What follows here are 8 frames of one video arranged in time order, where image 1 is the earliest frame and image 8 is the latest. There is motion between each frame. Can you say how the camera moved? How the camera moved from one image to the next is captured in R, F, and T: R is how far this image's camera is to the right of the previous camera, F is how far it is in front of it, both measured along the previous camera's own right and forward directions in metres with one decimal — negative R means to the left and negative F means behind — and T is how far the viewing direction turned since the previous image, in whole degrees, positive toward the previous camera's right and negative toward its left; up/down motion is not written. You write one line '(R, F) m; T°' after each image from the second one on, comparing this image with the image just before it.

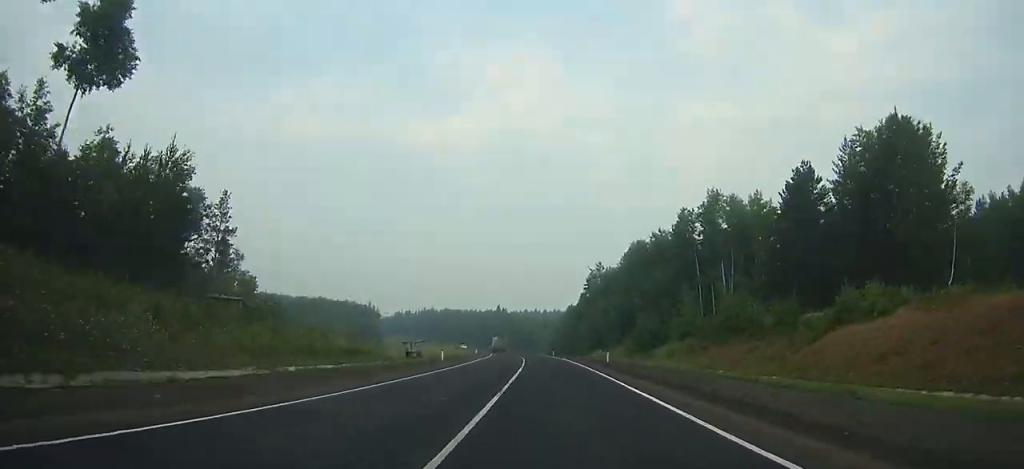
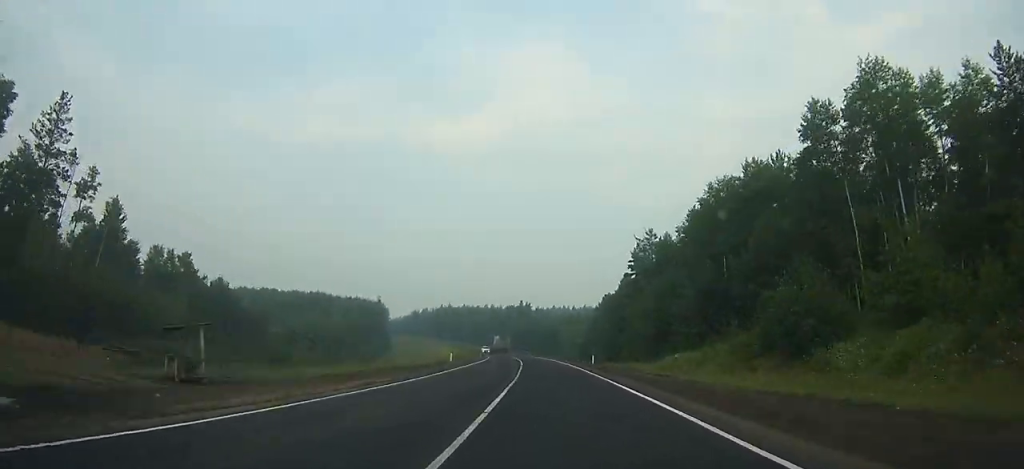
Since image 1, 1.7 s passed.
(-0.7, +41.4) m; -3°
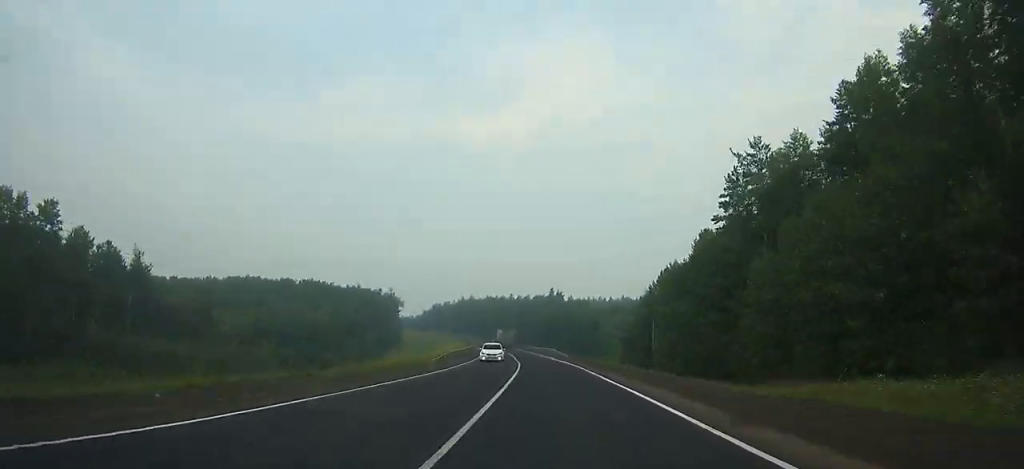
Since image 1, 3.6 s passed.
(-2.0, +44.6) m; -3°
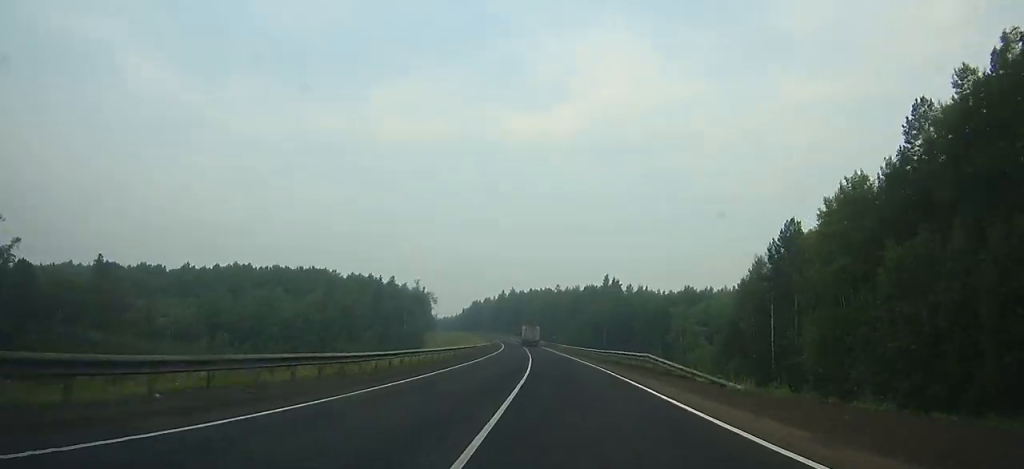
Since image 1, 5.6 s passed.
(-1.5, +47.6) m; -3°
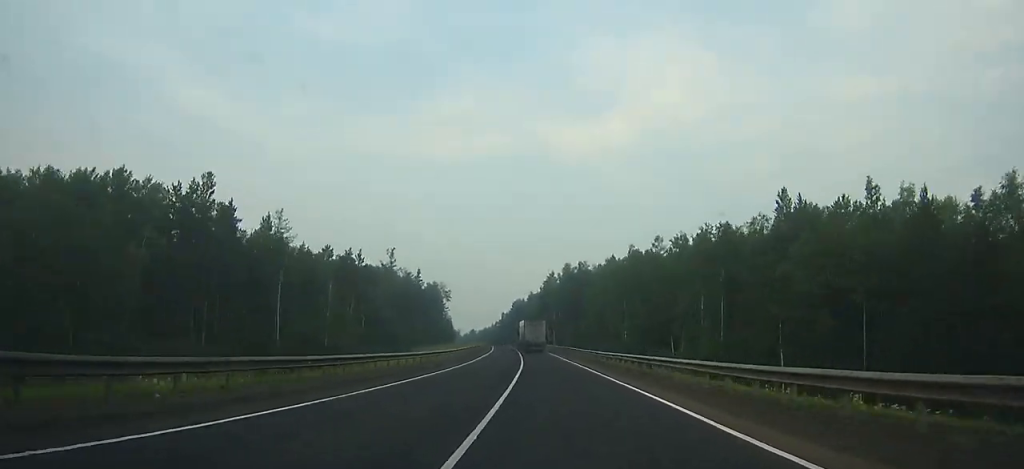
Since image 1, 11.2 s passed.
(-8.4, +129.7) m; -7°
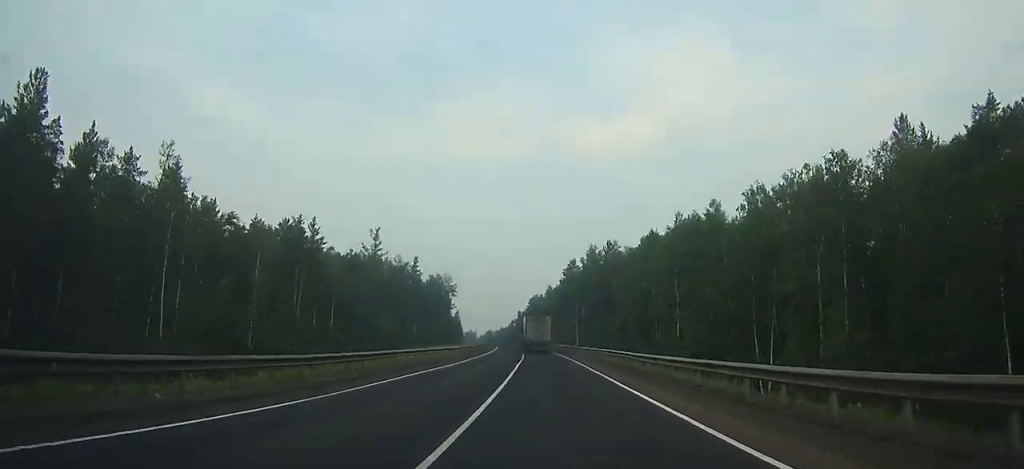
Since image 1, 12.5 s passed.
(-0.5, +27.6) m; -2°
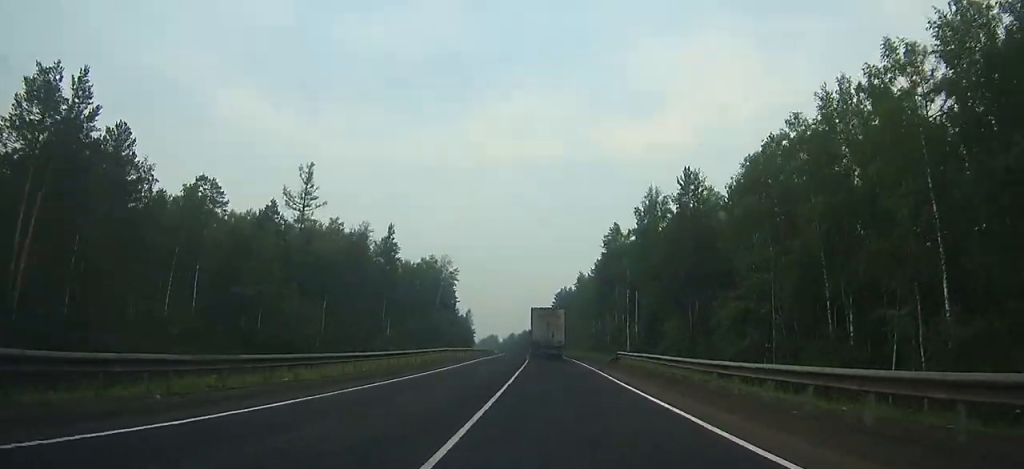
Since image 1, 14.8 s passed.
(-1.2, +45.6) m; -2°
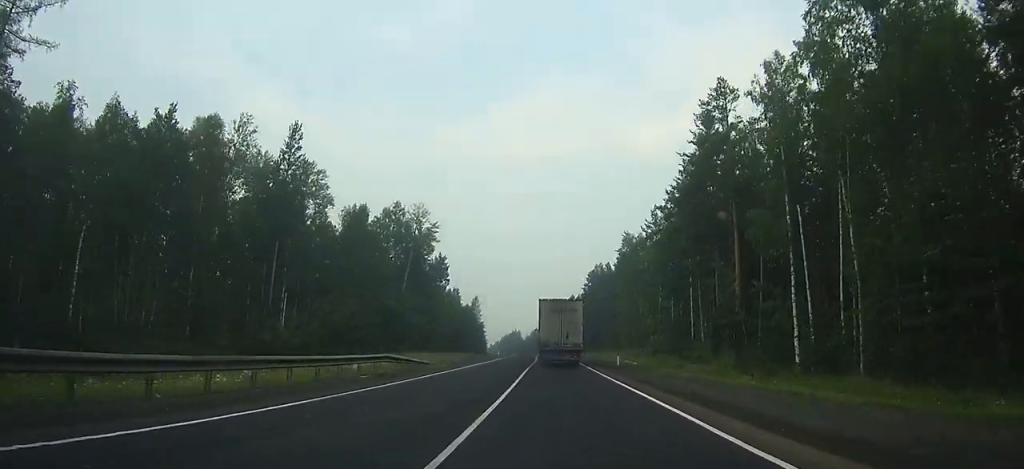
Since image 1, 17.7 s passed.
(-1.3, +51.9) m; -2°
